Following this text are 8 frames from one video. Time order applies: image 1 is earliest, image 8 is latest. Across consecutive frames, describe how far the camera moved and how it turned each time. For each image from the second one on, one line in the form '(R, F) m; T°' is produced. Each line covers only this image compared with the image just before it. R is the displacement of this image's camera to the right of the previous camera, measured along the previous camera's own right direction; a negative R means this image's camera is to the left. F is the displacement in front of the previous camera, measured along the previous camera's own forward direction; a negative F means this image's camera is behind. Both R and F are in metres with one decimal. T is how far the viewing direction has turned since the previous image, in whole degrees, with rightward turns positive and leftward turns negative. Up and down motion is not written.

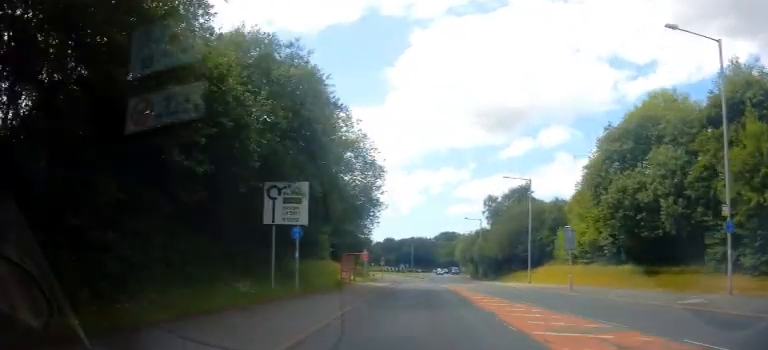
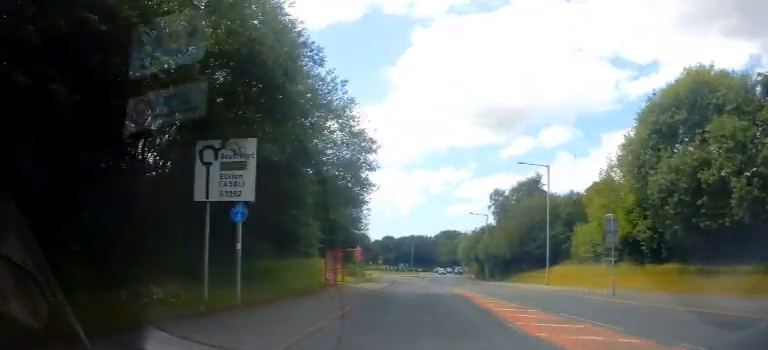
(-0.1, +6.2) m; +1°
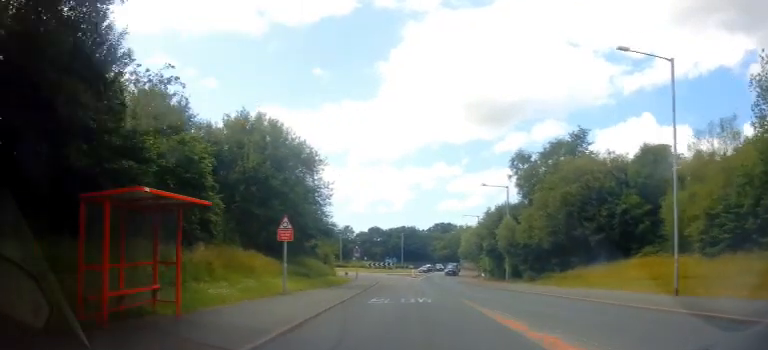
(+0.3, +22.0) m; 0°
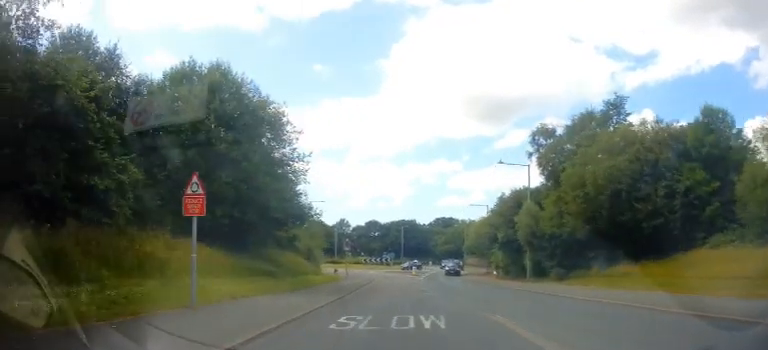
(-0.1, +8.7) m; 0°
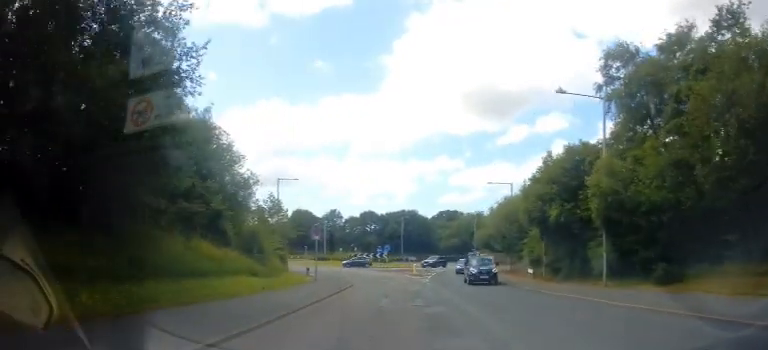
(+0.6, +16.4) m; +3°
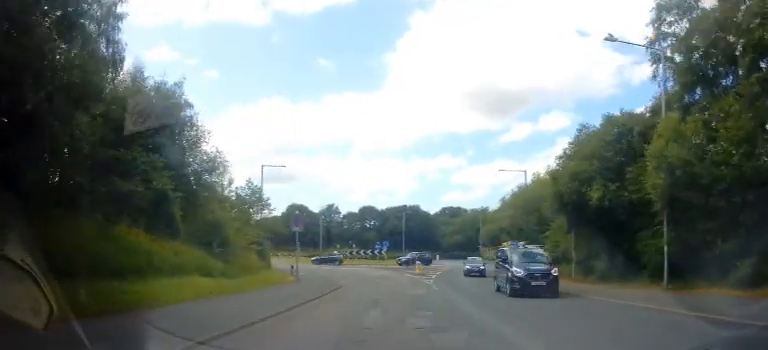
(+0.1, +6.2) m; -1°
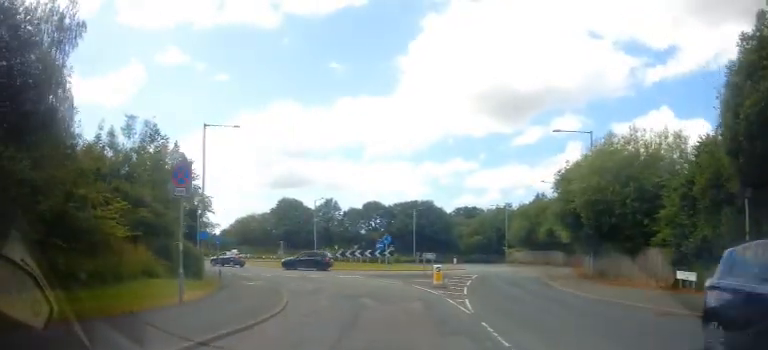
(-0.7, +15.3) m; -4°
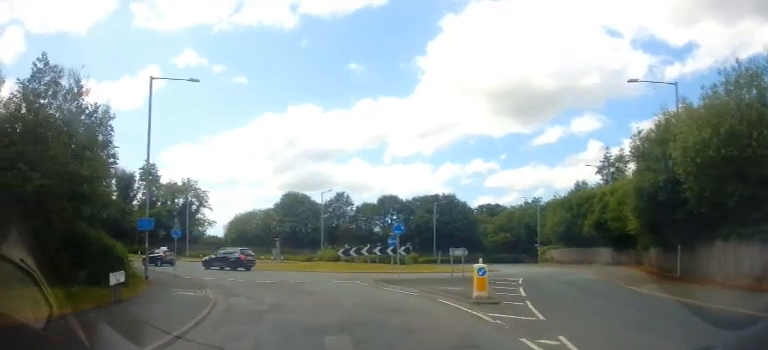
(0.0, +9.7) m; -1°
